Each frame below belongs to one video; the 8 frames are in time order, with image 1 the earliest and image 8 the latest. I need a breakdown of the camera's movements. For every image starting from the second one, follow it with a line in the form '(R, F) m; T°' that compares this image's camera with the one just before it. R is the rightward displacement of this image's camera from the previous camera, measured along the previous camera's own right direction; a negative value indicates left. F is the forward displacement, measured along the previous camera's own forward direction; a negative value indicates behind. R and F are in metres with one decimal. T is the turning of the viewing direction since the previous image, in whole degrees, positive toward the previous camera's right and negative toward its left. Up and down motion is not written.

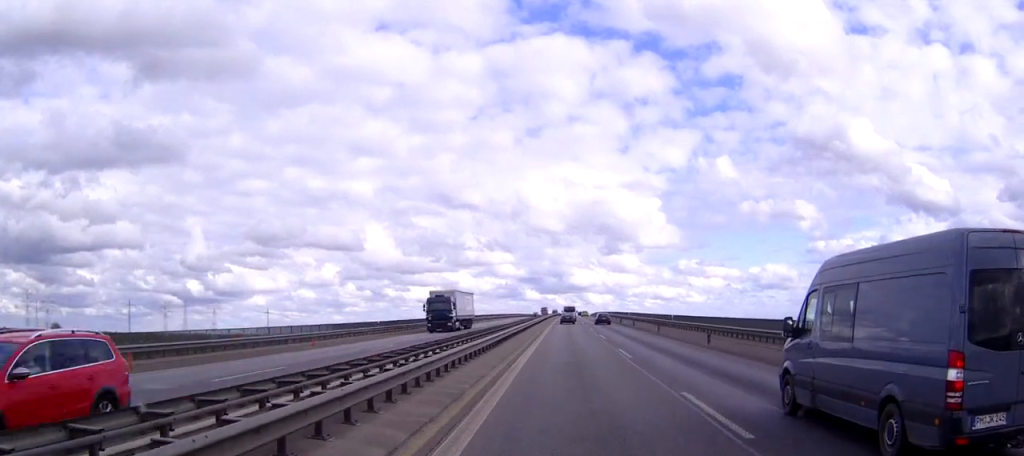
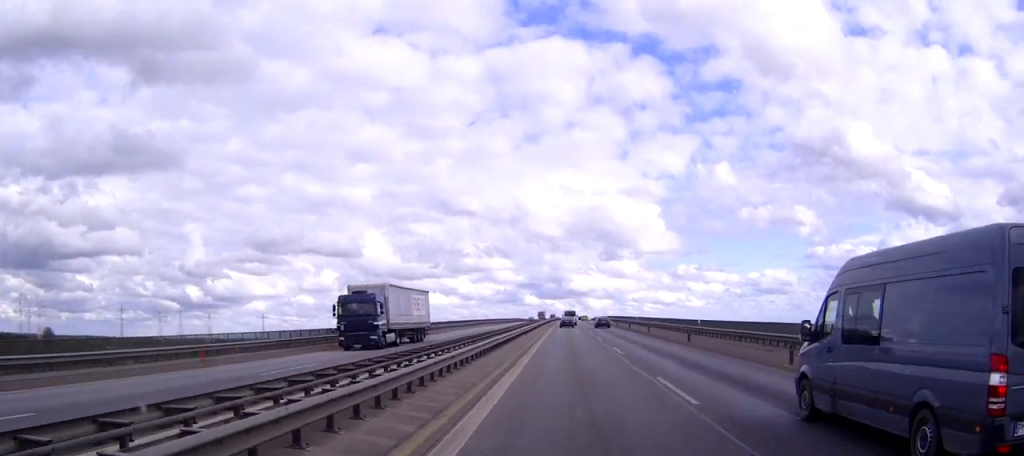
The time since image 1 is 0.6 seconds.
(0.0, +14.1) m; 0°
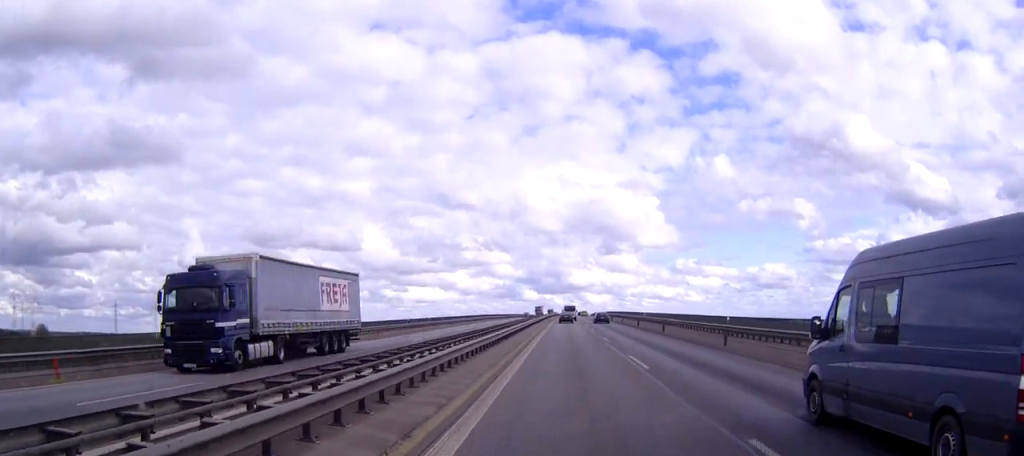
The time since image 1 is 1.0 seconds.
(0.0, +10.2) m; 0°
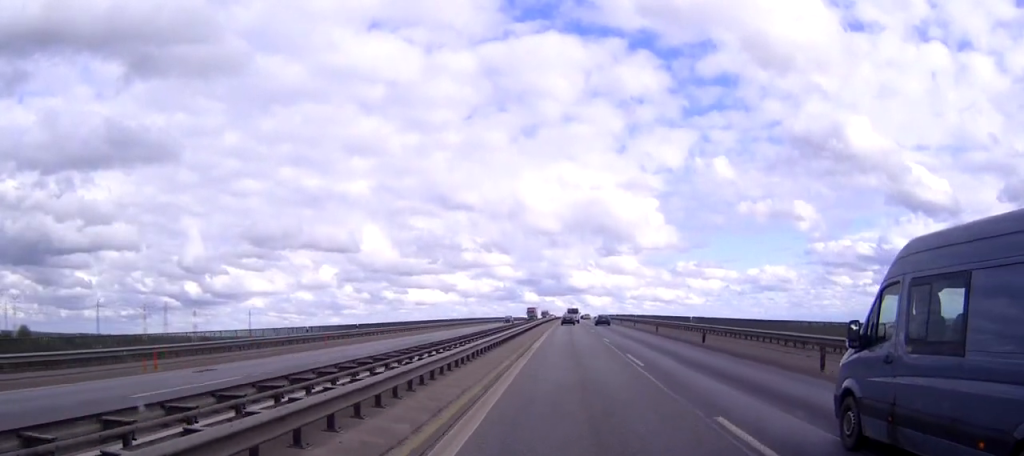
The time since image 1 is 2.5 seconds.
(-0.1, +33.6) m; 0°
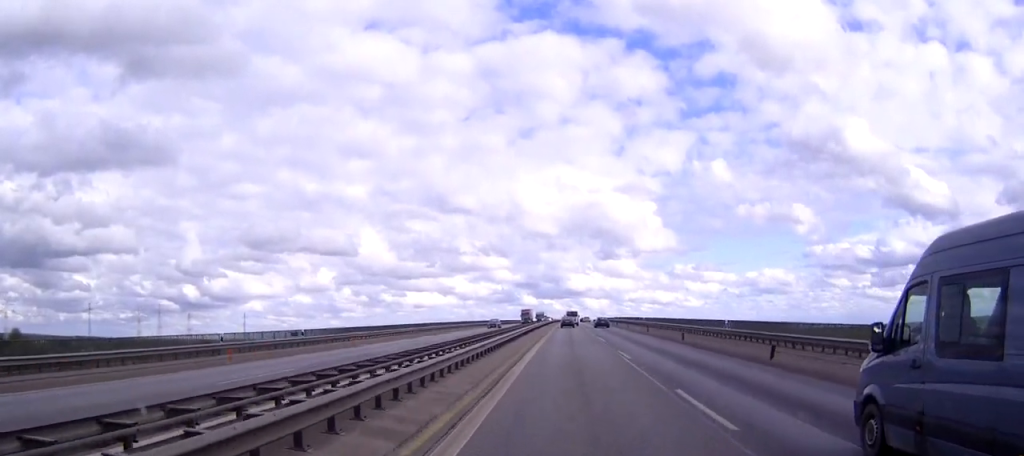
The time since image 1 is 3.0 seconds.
(0.0, +13.3) m; 0°
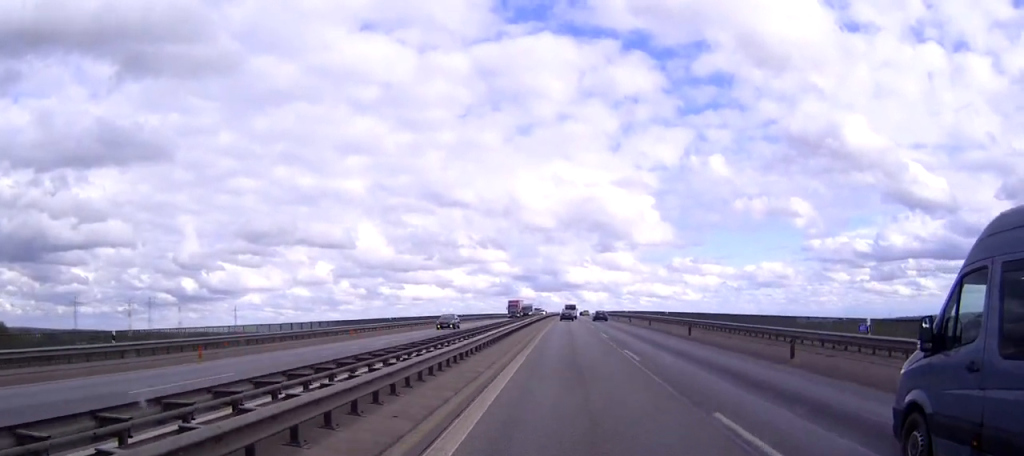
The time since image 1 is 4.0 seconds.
(+0.2, +22.6) m; 0°
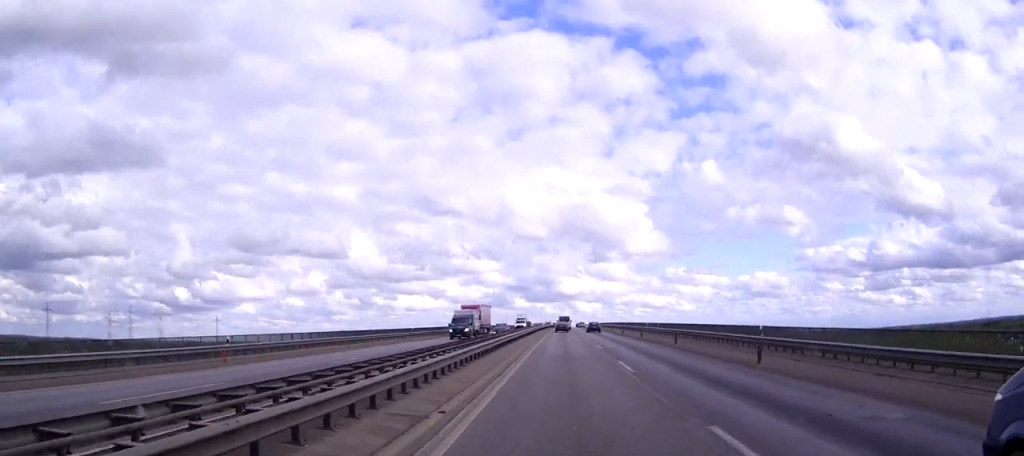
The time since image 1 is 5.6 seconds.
(0.0, +36.7) m; +1°
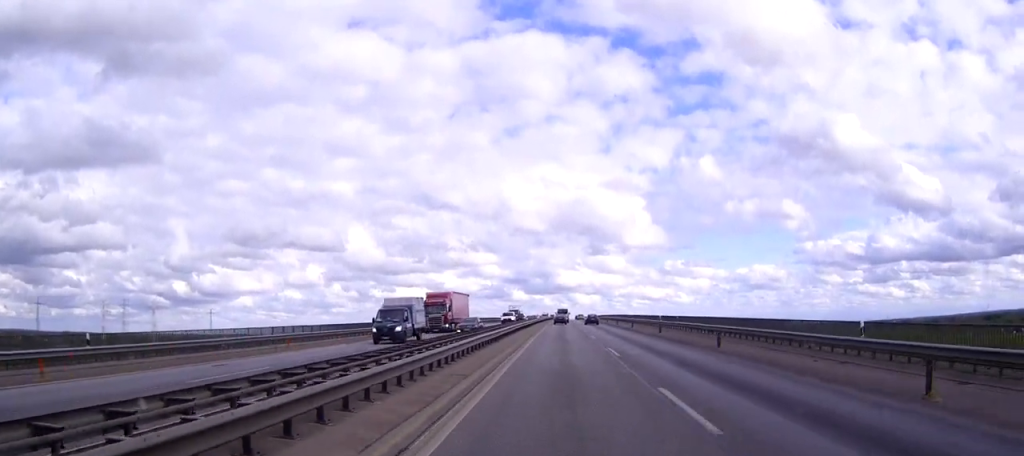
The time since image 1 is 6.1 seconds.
(+0.1, +13.3) m; 0°
